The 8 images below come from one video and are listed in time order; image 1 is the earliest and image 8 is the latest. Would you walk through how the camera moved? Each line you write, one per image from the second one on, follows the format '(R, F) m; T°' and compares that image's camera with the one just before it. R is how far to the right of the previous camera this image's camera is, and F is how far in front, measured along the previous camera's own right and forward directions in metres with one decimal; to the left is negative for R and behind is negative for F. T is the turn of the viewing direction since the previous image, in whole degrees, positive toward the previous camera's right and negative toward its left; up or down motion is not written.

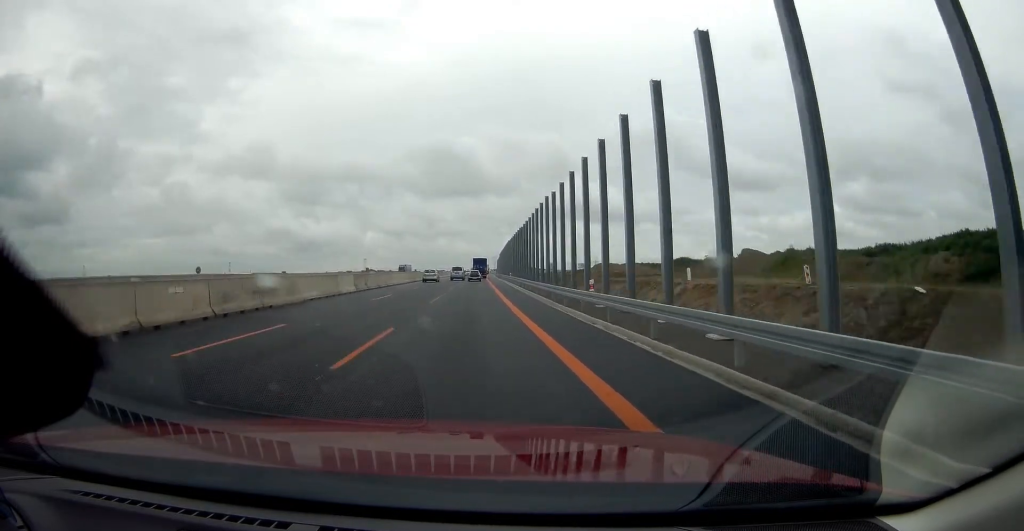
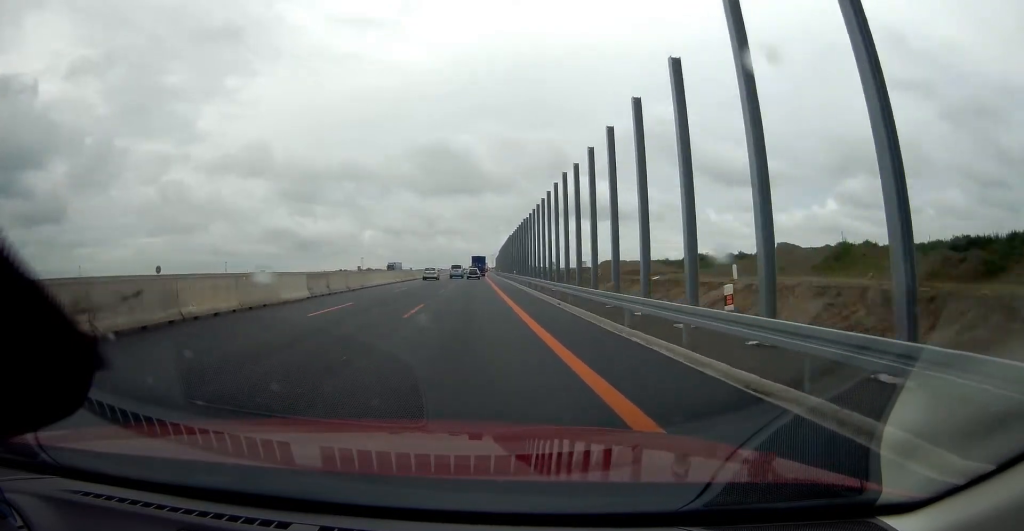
(0.0, +9.8) m; +1°
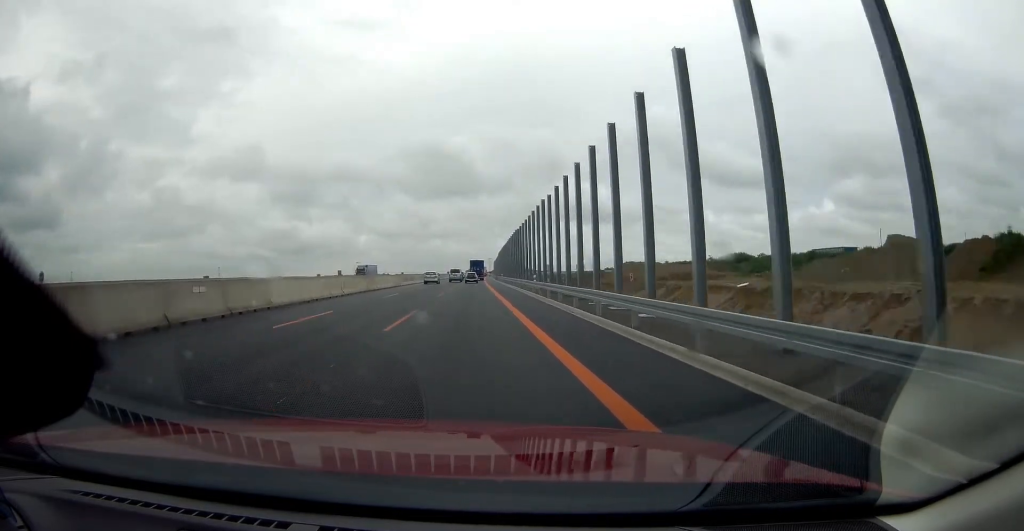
(+0.1, +20.5) m; +1°
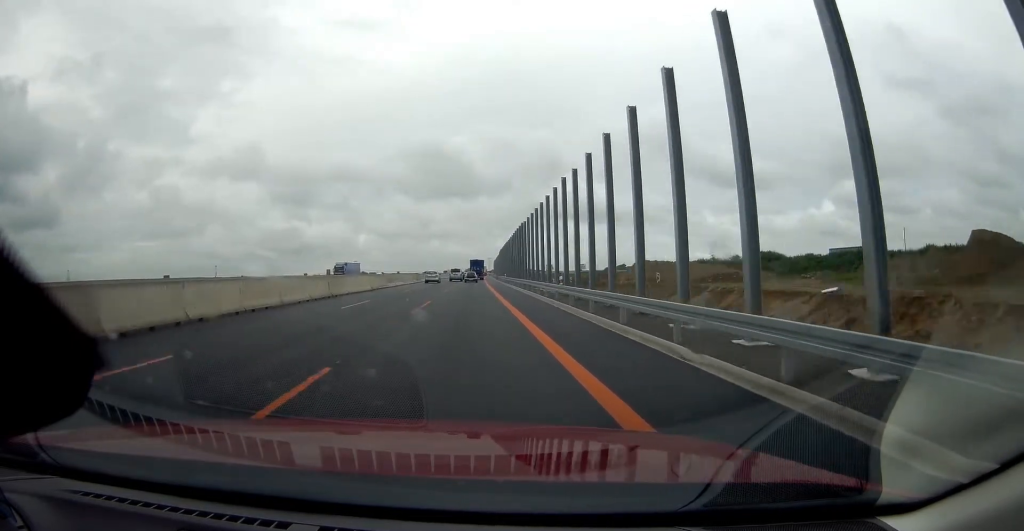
(+0.2, +10.7) m; 0°
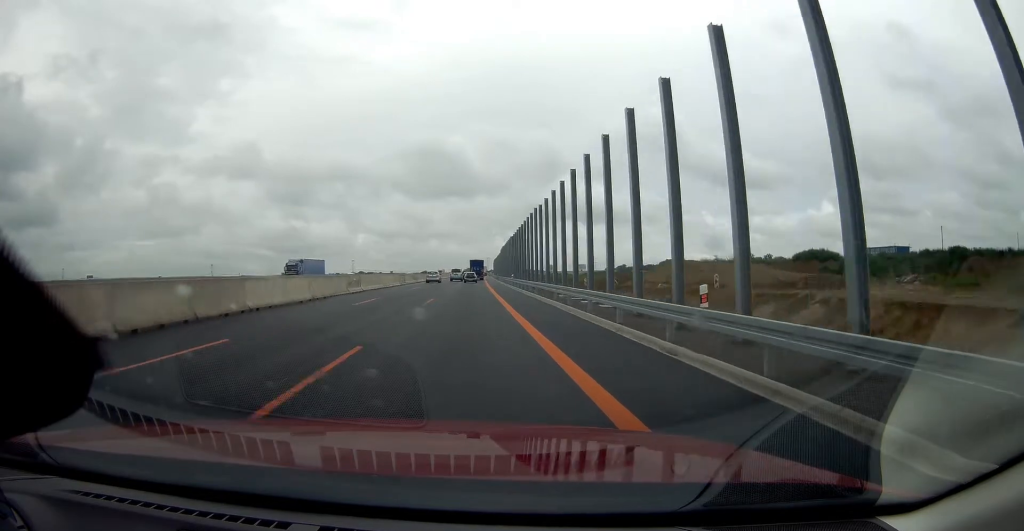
(-0.1, +15.4) m; 0°
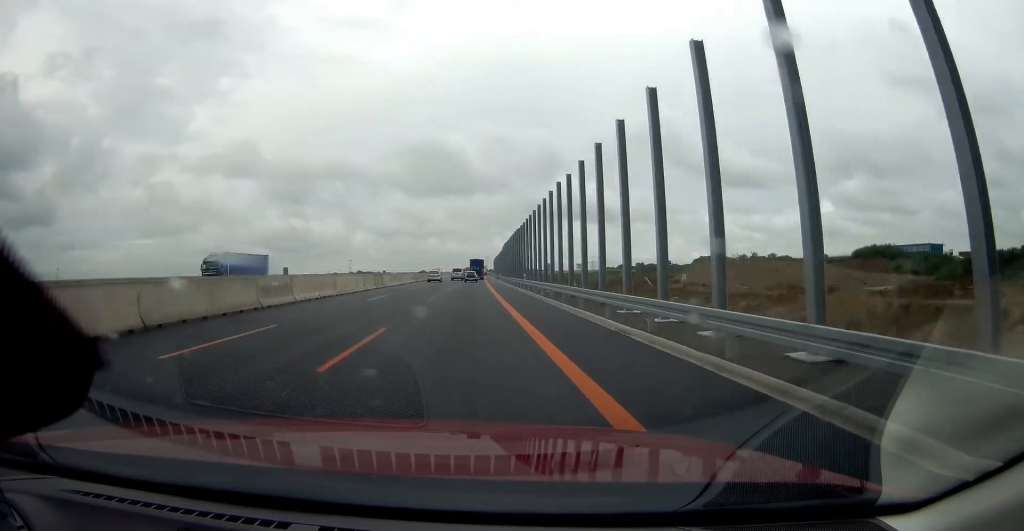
(-0.2, +14.7) m; -1°
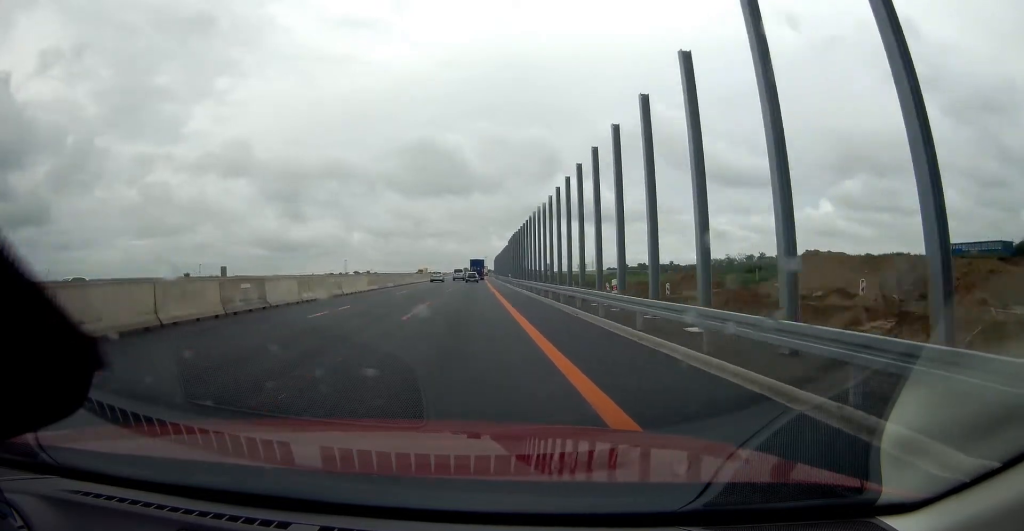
(+0.2, +27.1) m; +1°
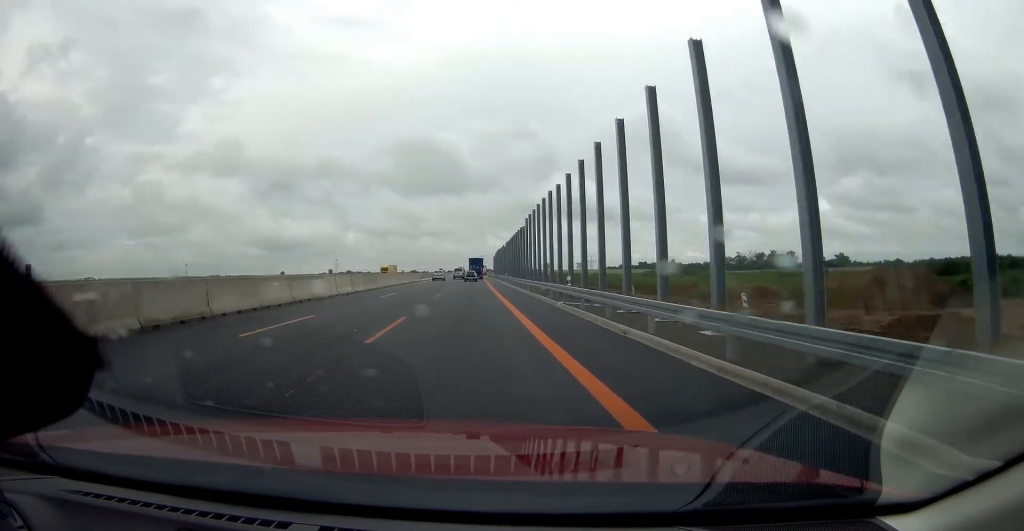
(0.0, +40.6) m; -1°
